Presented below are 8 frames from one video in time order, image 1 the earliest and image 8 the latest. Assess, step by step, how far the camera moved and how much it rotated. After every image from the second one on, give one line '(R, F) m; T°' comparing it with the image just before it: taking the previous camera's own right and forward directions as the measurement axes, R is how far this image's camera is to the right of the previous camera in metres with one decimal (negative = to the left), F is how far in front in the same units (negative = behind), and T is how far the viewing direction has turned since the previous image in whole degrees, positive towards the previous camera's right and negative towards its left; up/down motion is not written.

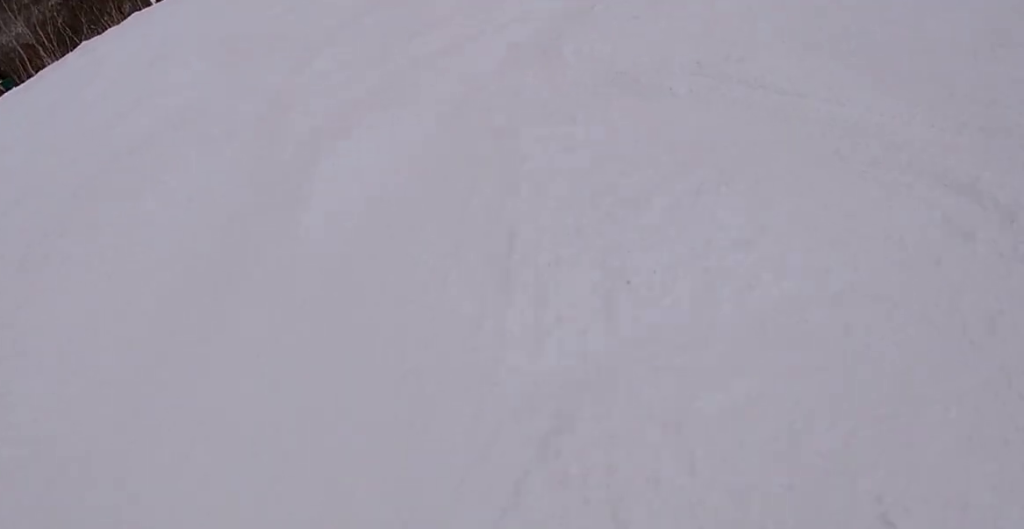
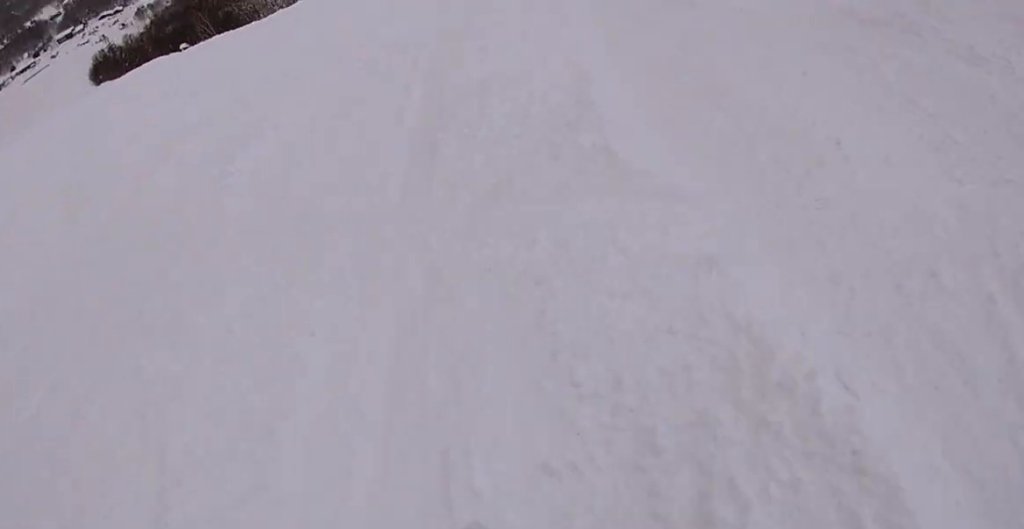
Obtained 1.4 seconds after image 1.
(+1.4, +8.0) m; +38°
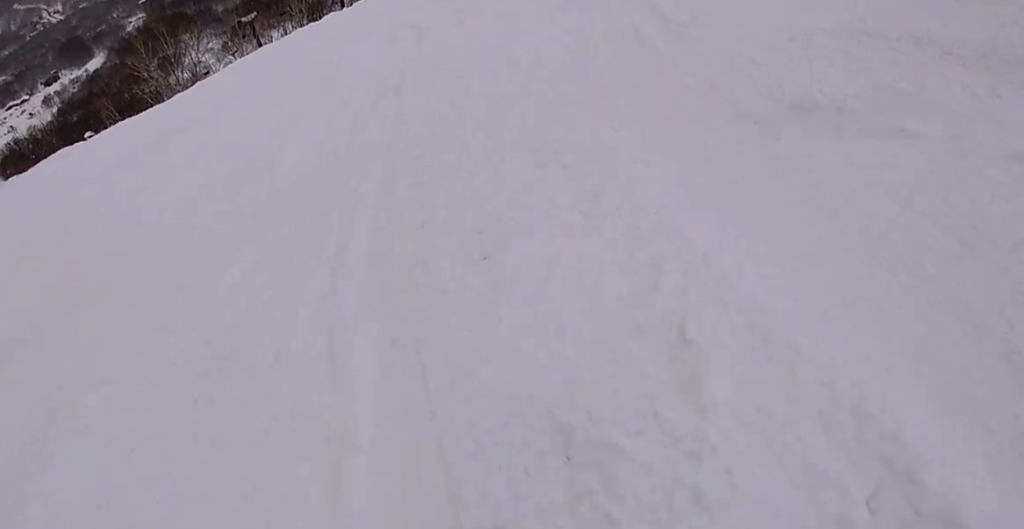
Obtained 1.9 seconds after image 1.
(+1.3, +2.7) m; +16°
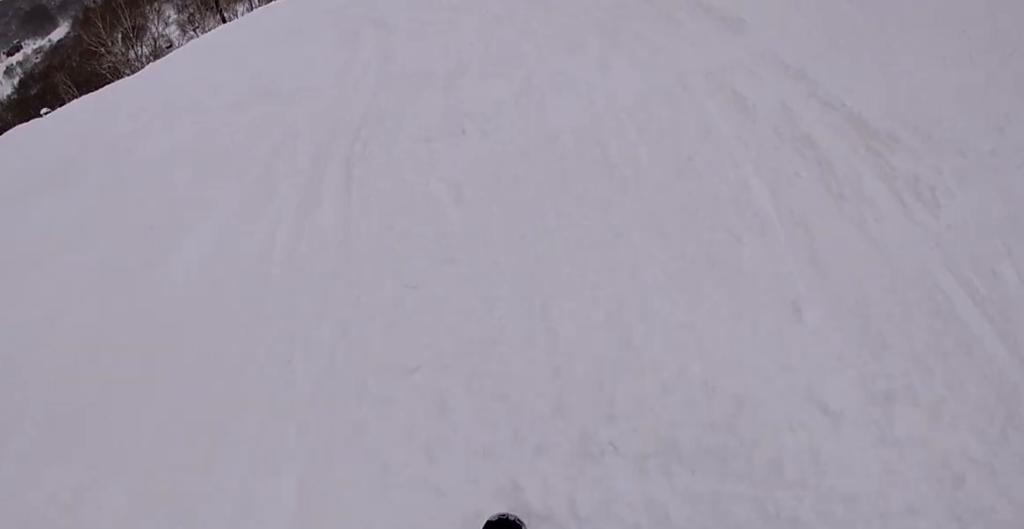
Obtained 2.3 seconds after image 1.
(+0.5, +2.5) m; +14°
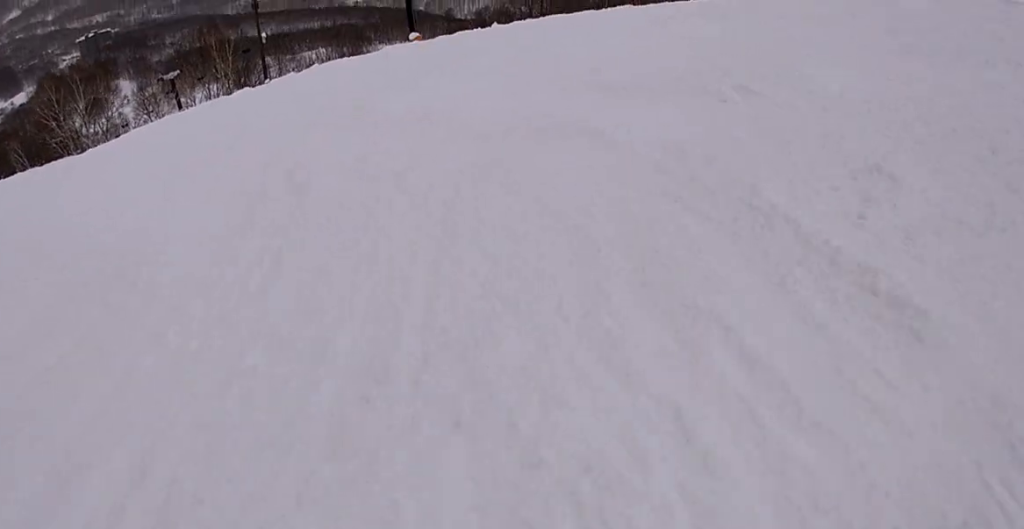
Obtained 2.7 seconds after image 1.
(+0.3, +2.7) m; +2°
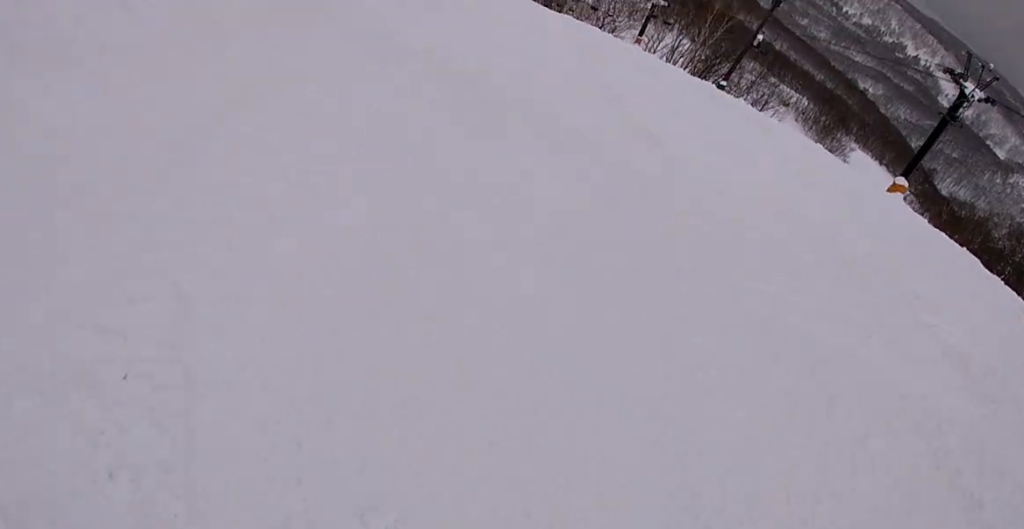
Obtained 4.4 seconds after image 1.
(-0.5, +10.6) m; -26°
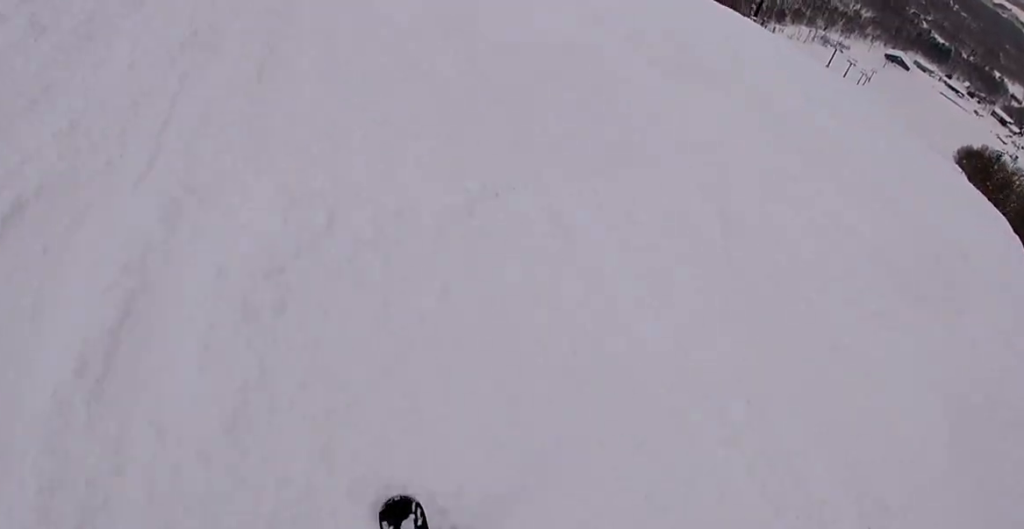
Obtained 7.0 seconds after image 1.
(-10.0, +11.8) m; -68°
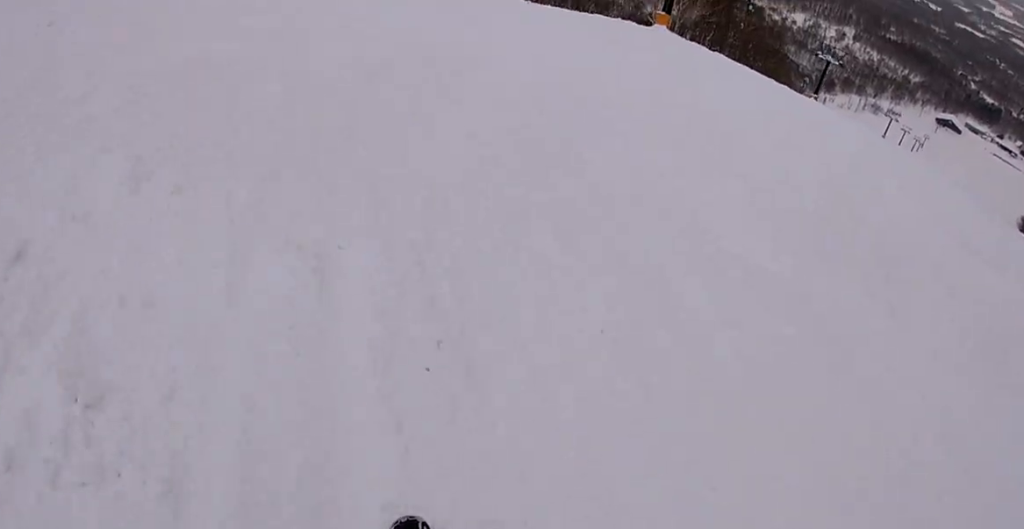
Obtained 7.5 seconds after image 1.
(0.0, +3.3) m; -12°
